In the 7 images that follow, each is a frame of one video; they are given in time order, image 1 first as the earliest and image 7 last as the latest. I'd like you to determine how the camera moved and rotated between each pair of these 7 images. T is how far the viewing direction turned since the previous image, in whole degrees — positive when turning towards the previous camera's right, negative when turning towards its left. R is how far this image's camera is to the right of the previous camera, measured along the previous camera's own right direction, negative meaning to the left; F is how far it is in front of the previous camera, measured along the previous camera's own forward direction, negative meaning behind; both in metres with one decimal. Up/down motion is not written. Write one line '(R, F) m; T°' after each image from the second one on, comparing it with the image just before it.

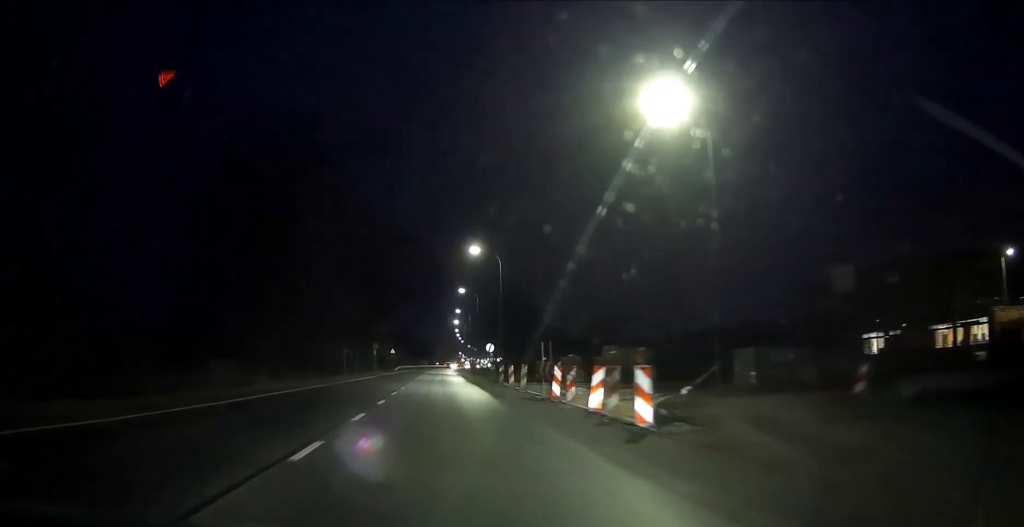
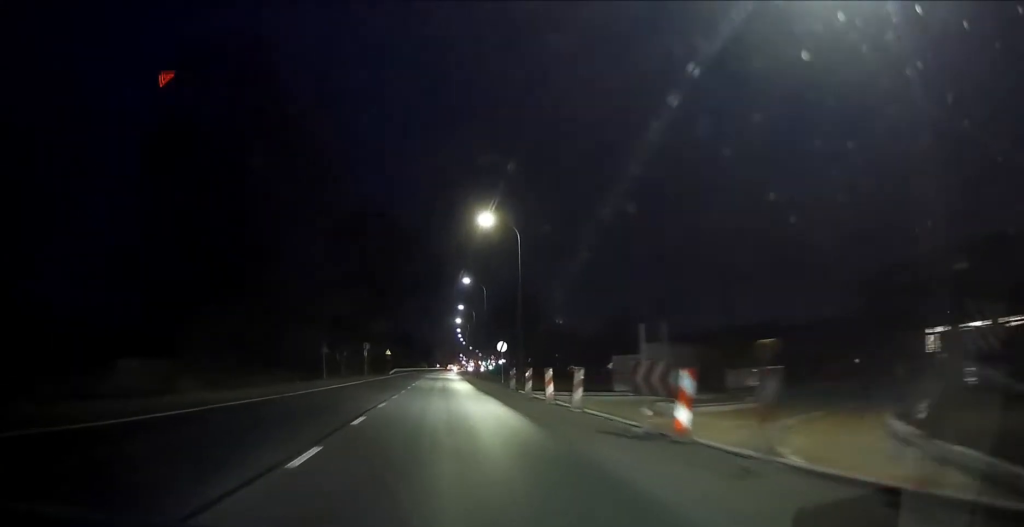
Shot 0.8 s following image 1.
(0.0, +11.8) m; 0°
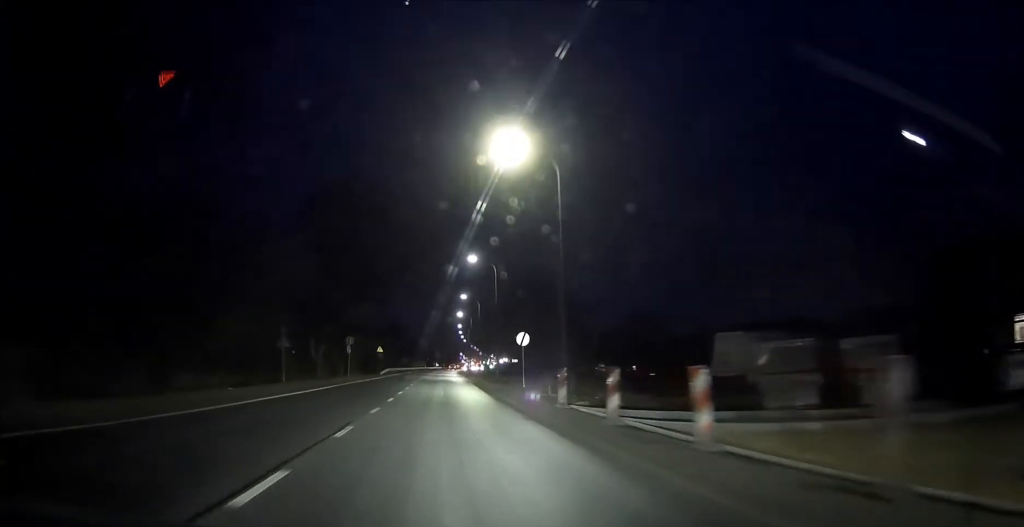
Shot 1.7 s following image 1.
(-0.1, +13.7) m; 0°
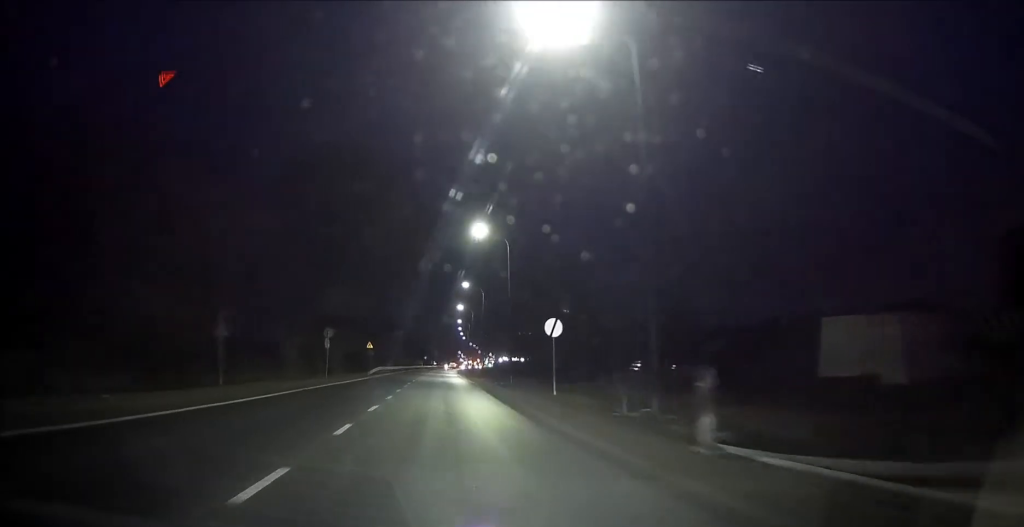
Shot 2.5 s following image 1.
(0.0, +11.4) m; 0°
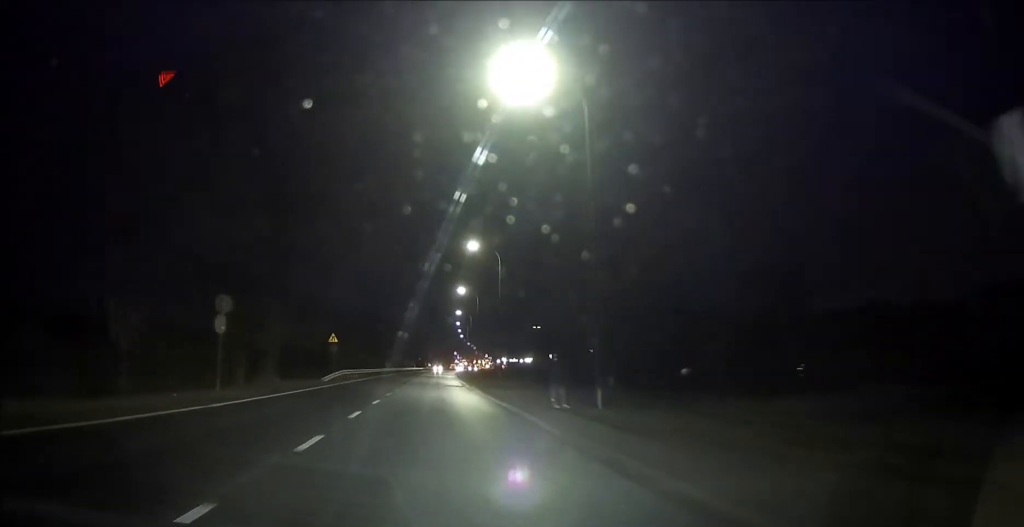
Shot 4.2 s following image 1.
(+0.3, +25.5) m; 0°
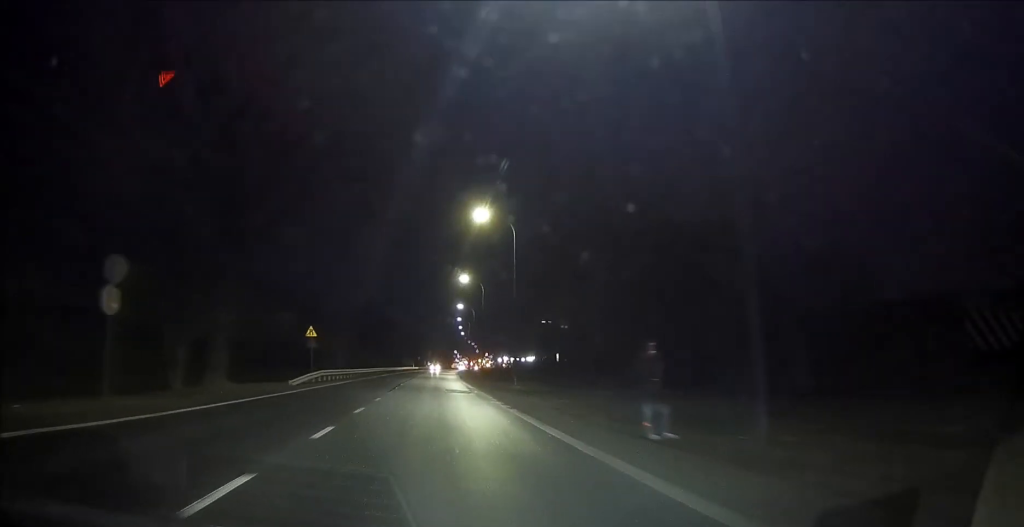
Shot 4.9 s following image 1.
(0.0, +10.0) m; 0°
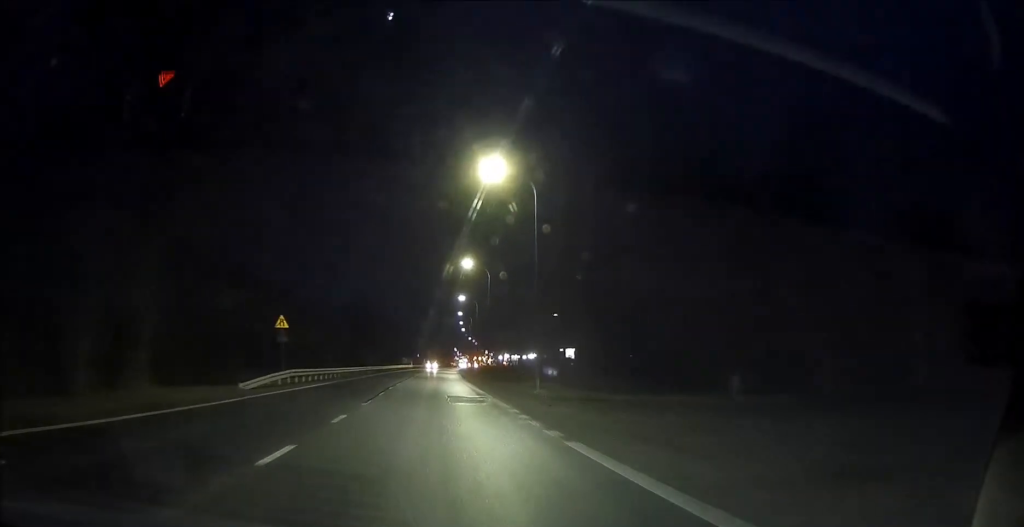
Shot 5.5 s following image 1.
(0.0, +8.9) m; 0°
